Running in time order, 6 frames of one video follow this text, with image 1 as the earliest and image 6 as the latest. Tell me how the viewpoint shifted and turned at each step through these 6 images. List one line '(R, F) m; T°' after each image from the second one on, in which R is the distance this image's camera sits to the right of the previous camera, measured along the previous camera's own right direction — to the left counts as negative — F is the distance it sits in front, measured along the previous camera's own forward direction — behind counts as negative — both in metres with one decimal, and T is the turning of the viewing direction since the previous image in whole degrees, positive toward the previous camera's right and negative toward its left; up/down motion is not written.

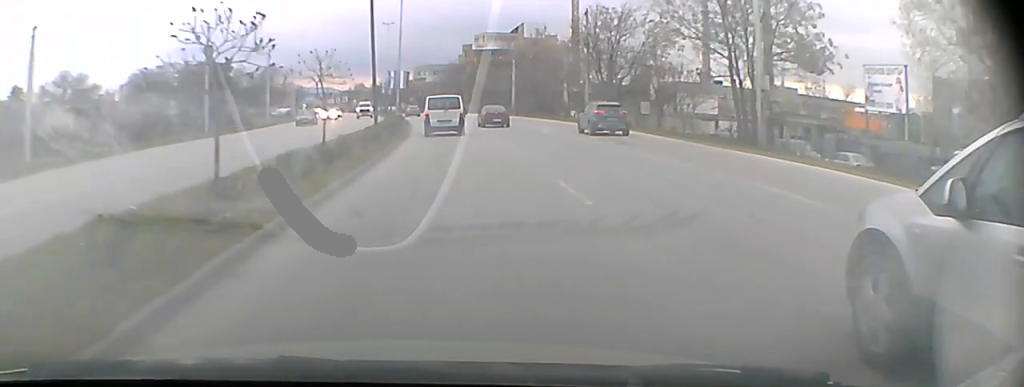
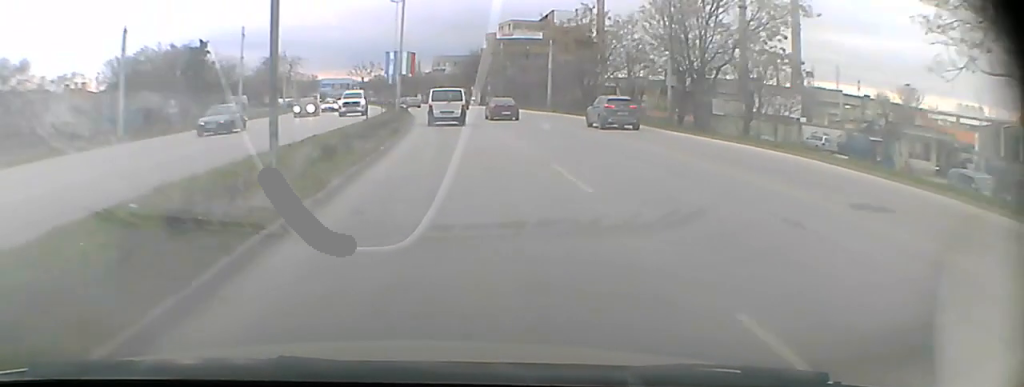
(-0.1, +17.0) m; -1°
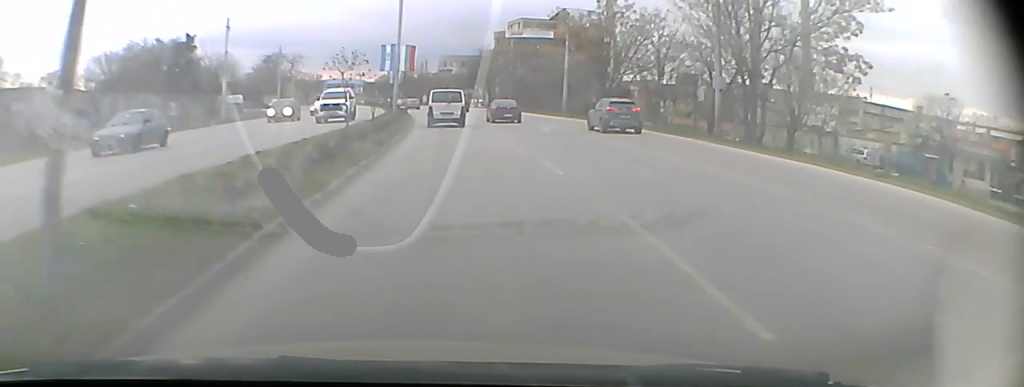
(0.0, +6.2) m; 0°
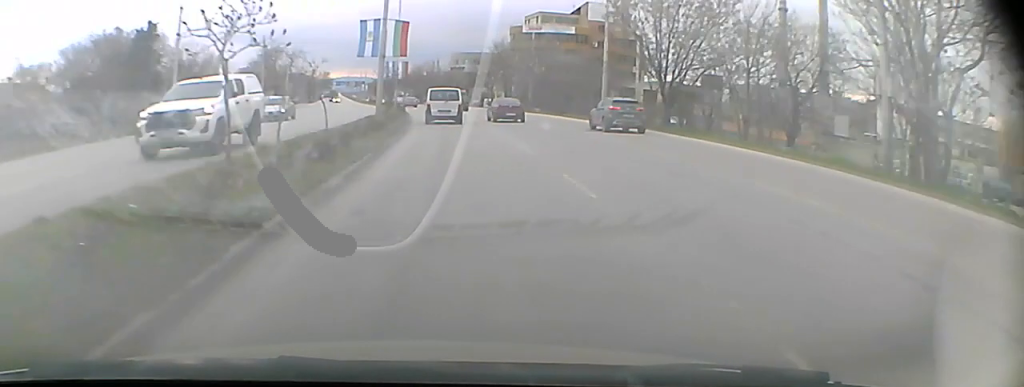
(-0.1, +12.5) m; -1°
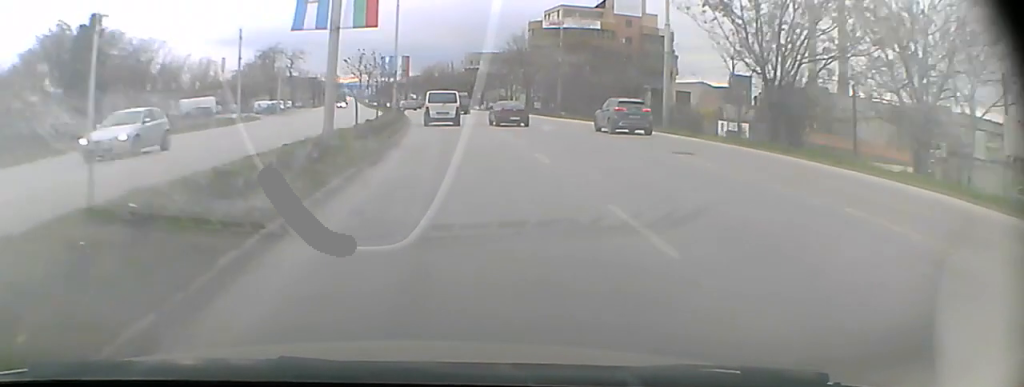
(-0.1, +12.5) m; -1°
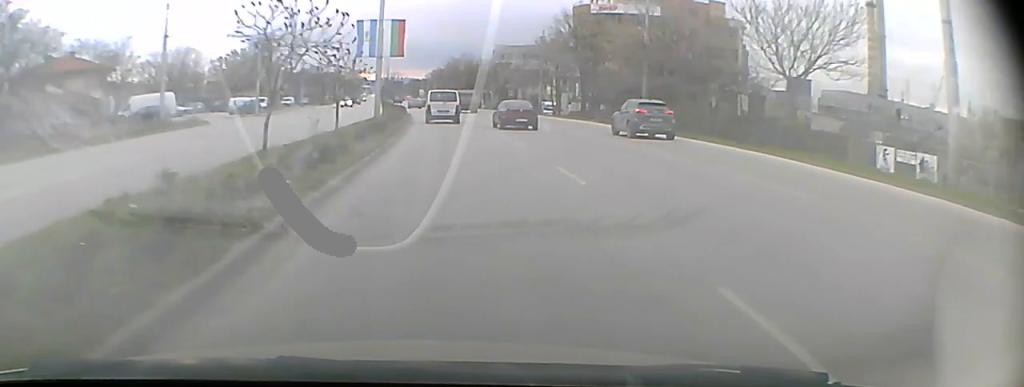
(-0.3, +22.0) m; -2°
